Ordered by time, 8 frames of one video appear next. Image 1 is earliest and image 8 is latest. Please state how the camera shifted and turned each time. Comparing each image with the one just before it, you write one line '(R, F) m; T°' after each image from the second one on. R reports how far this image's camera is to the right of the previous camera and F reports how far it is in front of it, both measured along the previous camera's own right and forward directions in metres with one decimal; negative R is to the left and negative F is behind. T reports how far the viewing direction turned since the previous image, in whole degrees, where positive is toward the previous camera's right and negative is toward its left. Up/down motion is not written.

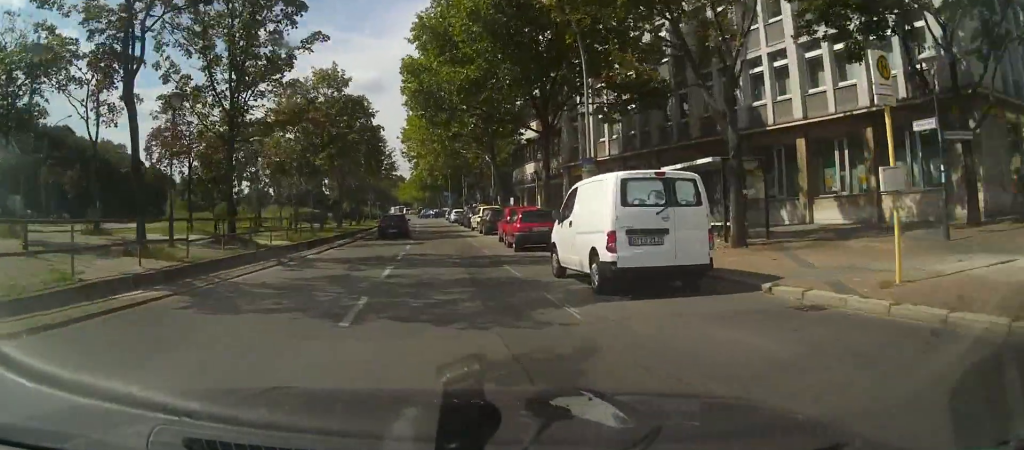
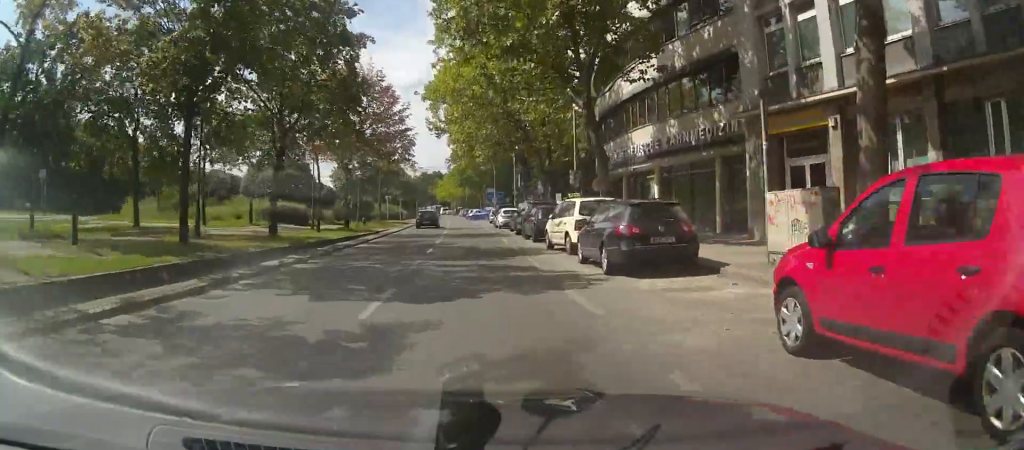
(-0.4, +23.1) m; -1°
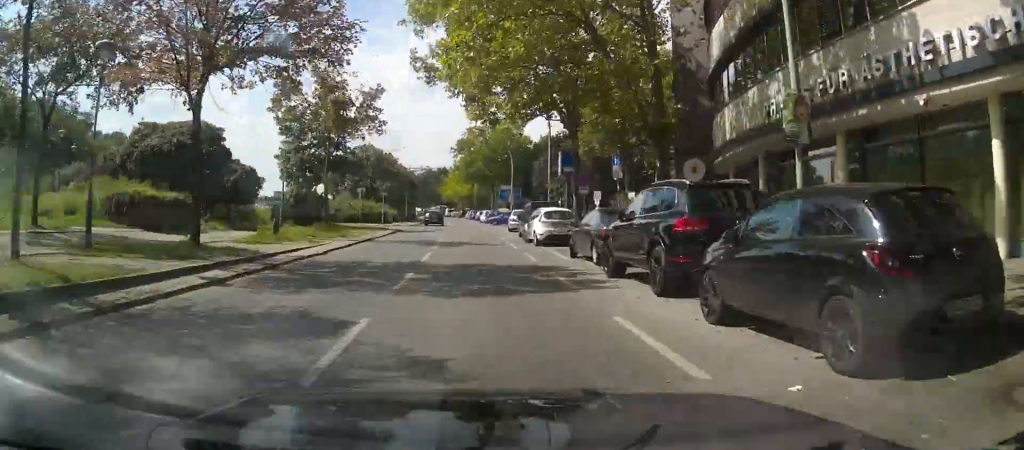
(0.0, +20.4) m; 0°
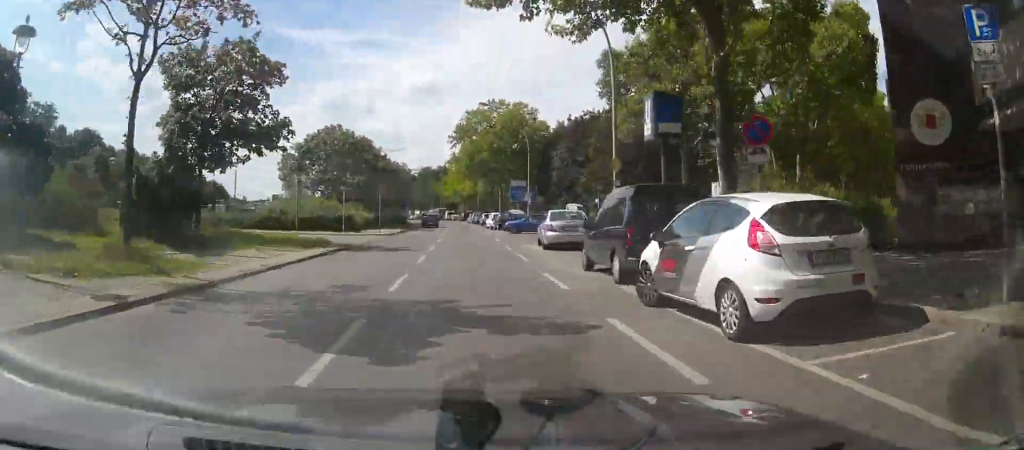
(0.0, +17.3) m; -1°
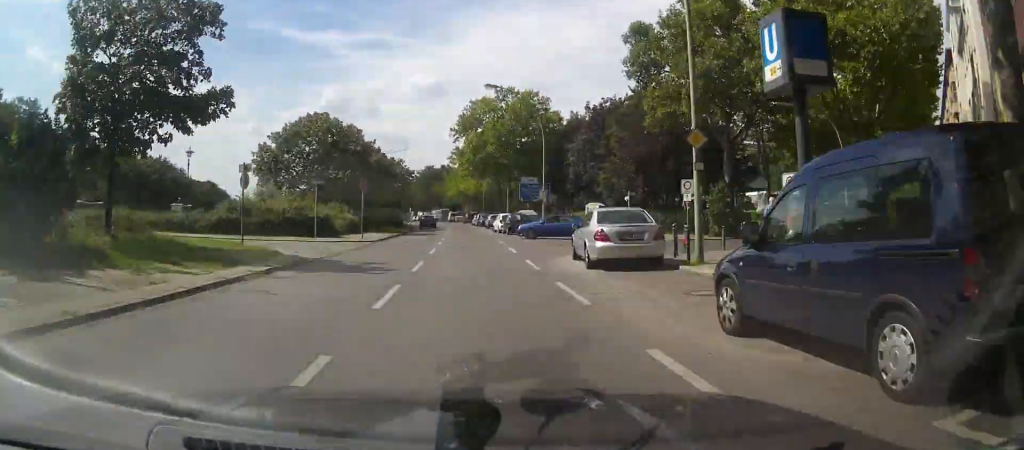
(0.0, +7.5) m; -1°
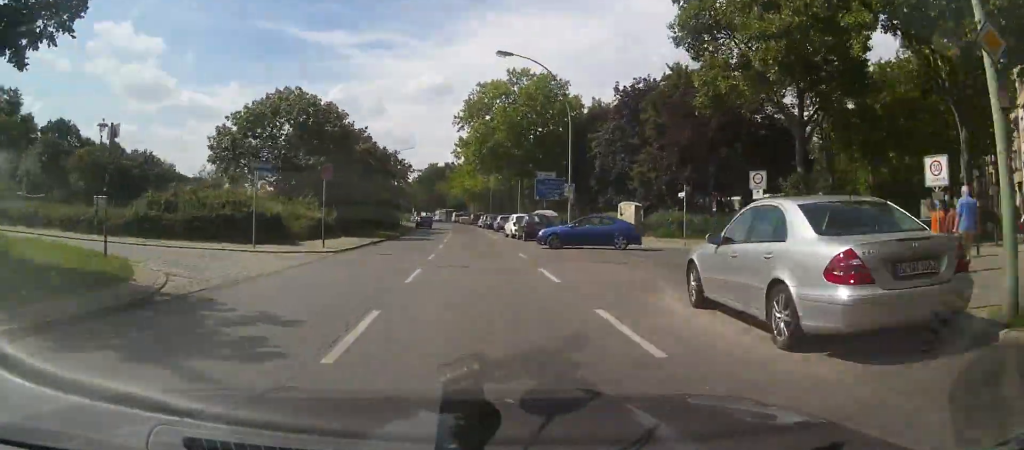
(-0.2, +9.2) m; -1°
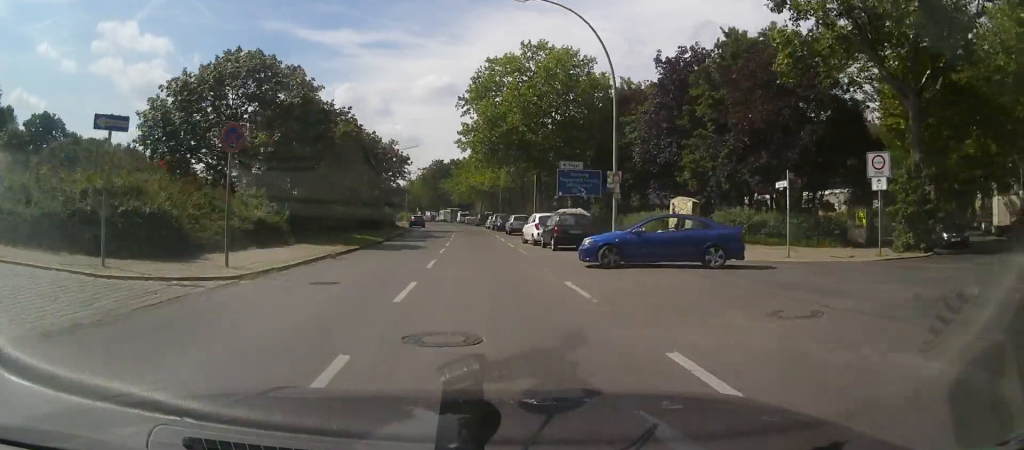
(0.0, +9.3) m; 0°
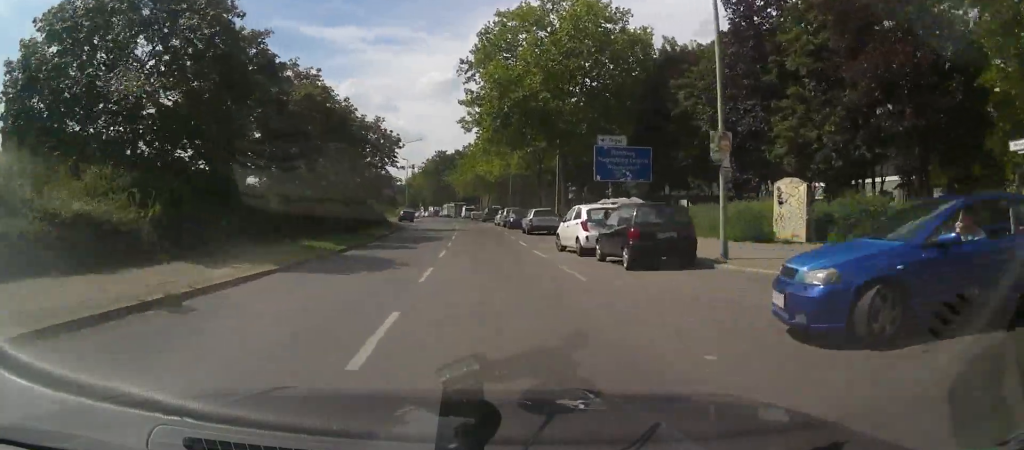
(0.0, +10.3) m; +1°
